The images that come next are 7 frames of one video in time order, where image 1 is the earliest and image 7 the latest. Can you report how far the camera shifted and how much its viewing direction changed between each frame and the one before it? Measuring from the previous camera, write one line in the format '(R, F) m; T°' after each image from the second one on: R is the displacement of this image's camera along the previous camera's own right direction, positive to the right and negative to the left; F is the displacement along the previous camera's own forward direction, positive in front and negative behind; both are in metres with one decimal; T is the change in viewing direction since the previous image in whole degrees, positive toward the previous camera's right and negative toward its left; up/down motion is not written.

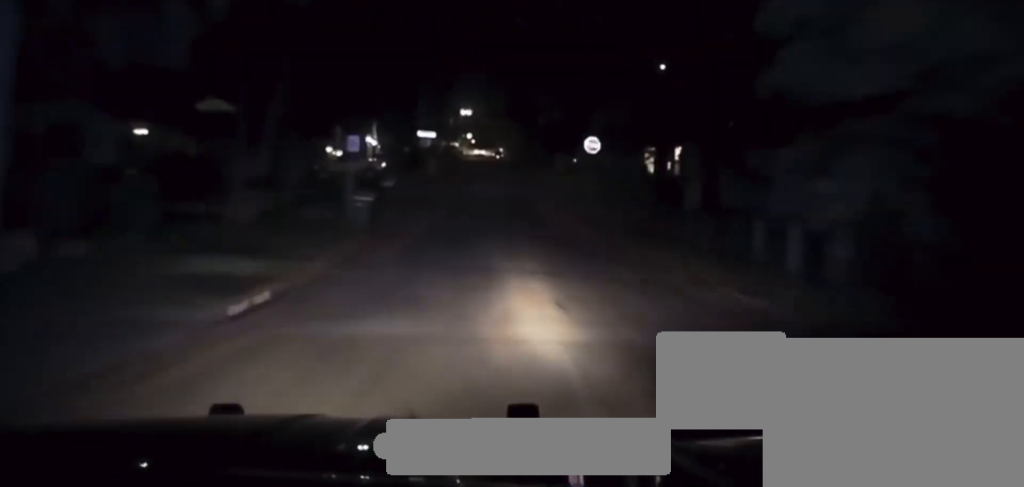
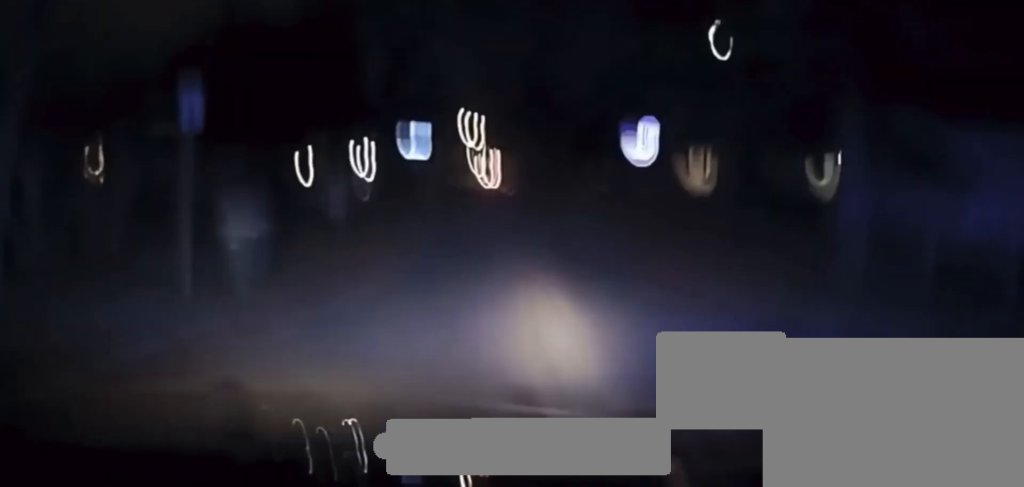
(0.0, +13.3) m; 0°
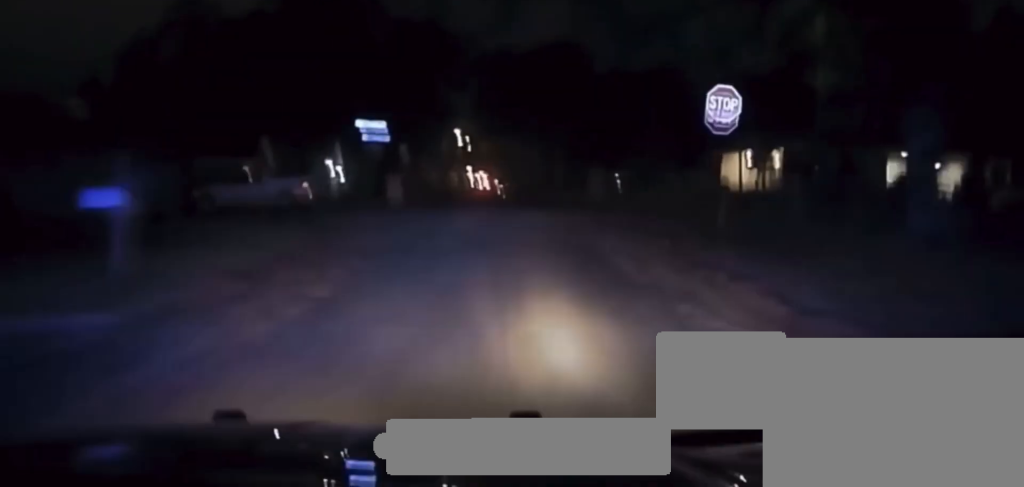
(0.0, +14.4) m; 0°
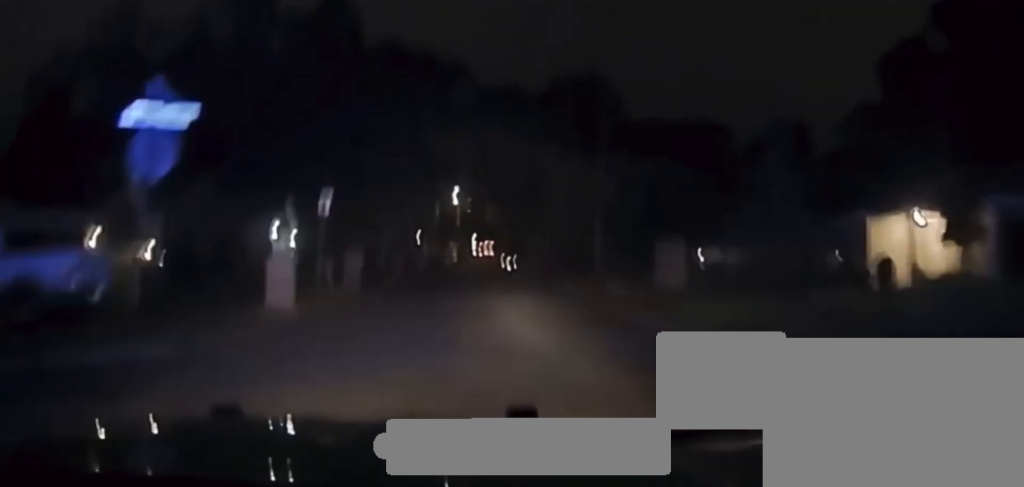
(+0.2, +26.6) m; +1°
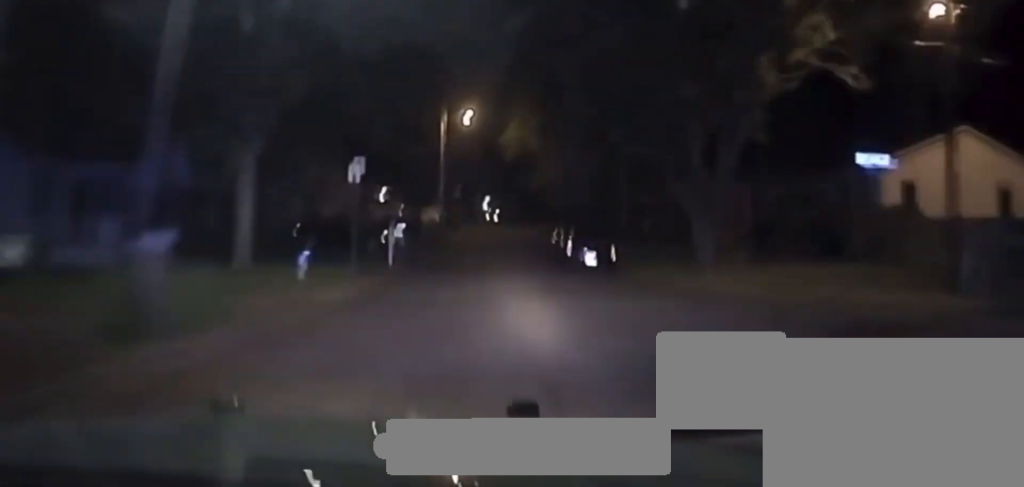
(-0.6, +97.4) m; 0°
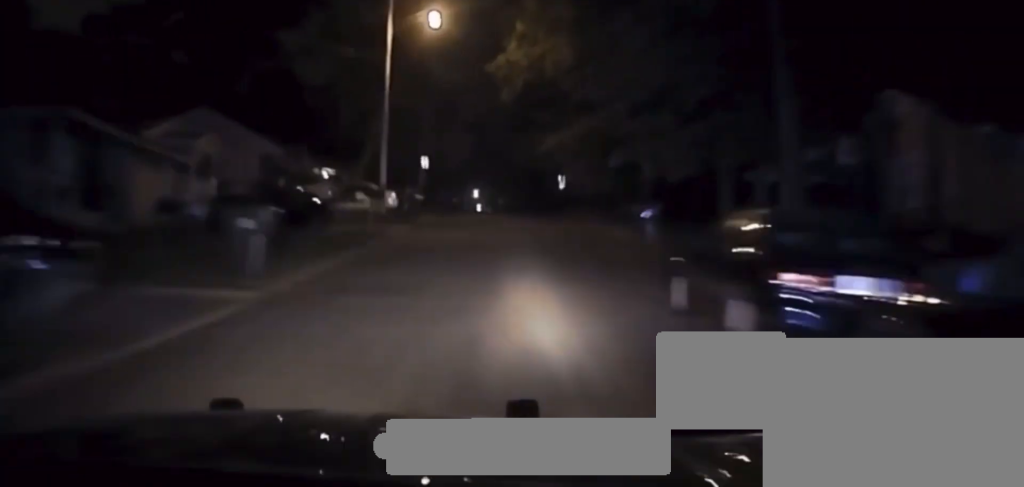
(0.0, +34.3) m; 0°
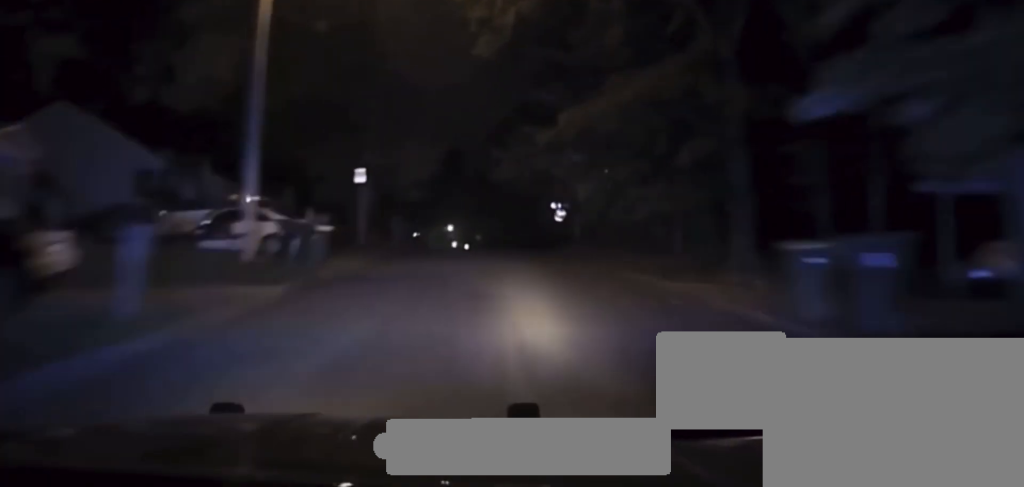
(+0.1, +17.7) m; 0°
